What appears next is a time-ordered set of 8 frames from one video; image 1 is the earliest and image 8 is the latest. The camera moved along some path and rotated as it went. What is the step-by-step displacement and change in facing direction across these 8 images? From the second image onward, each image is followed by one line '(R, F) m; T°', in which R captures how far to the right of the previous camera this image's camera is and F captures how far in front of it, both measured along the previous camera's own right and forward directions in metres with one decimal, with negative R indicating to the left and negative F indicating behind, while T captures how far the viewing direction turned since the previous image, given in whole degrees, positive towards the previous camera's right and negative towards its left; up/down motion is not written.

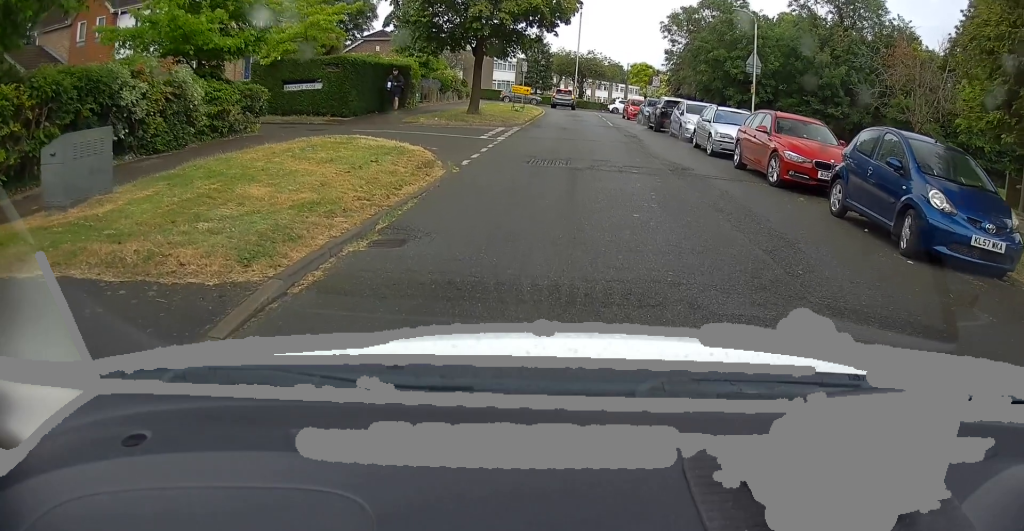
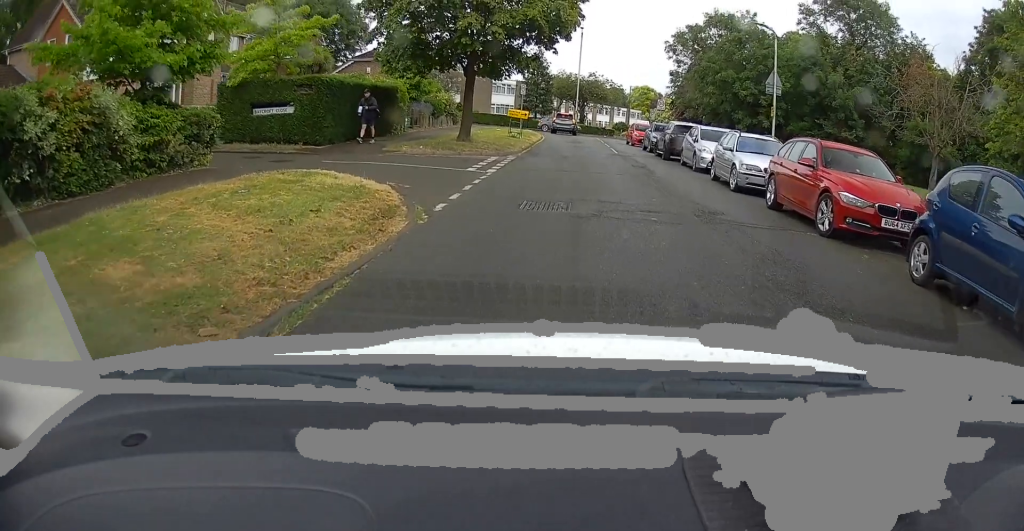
(0.0, +2.4) m; +1°
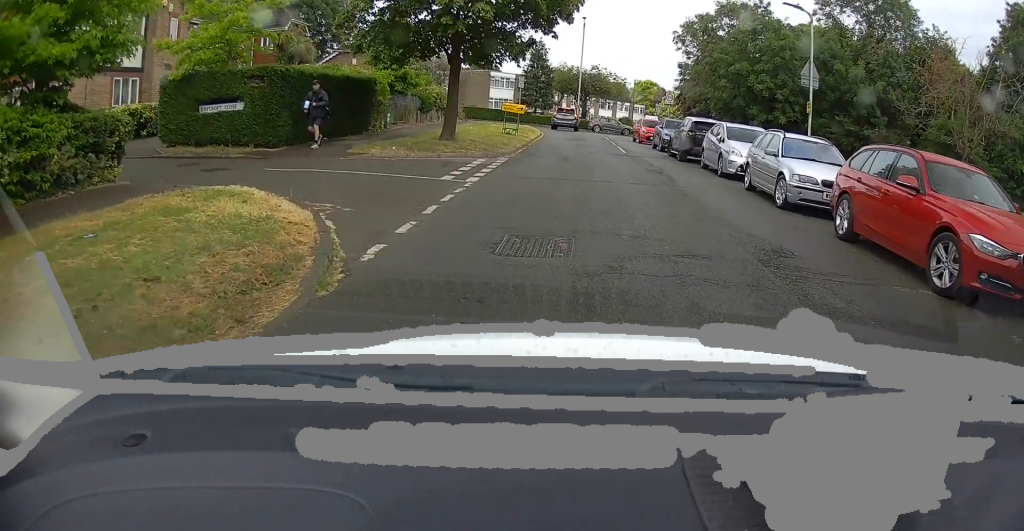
(0.0, +3.2) m; +1°
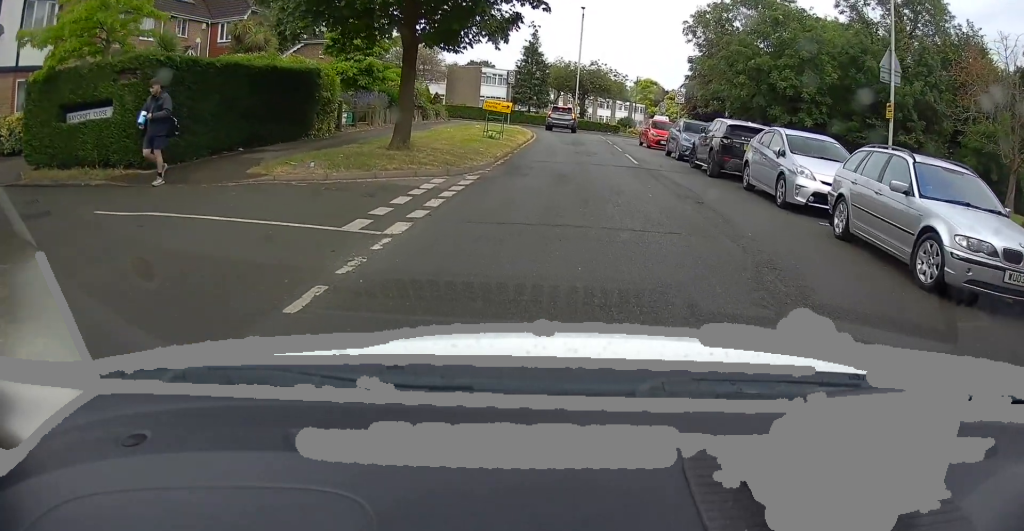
(+0.1, +5.1) m; +1°
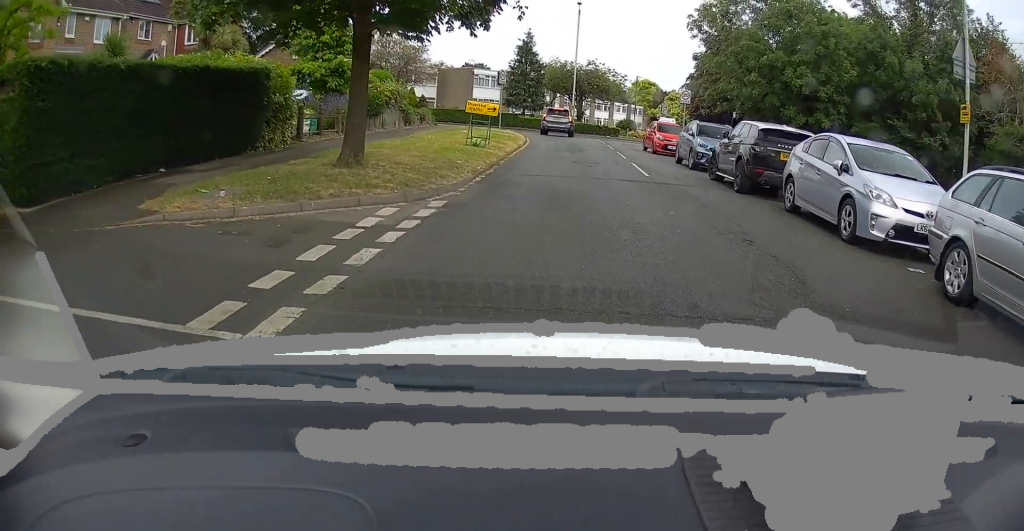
(0.0, +3.0) m; 0°
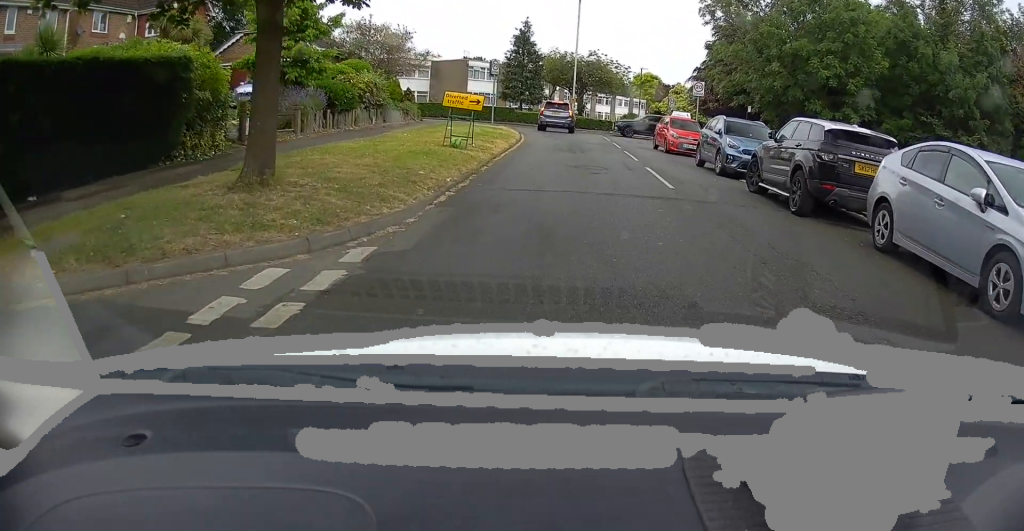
(0.0, +3.7) m; -3°
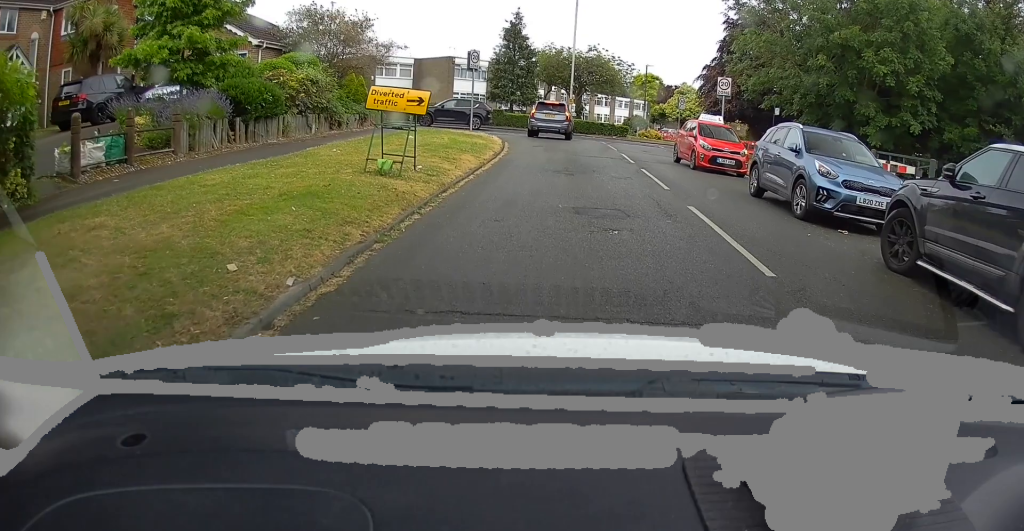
(-0.4, +6.2) m; -2°
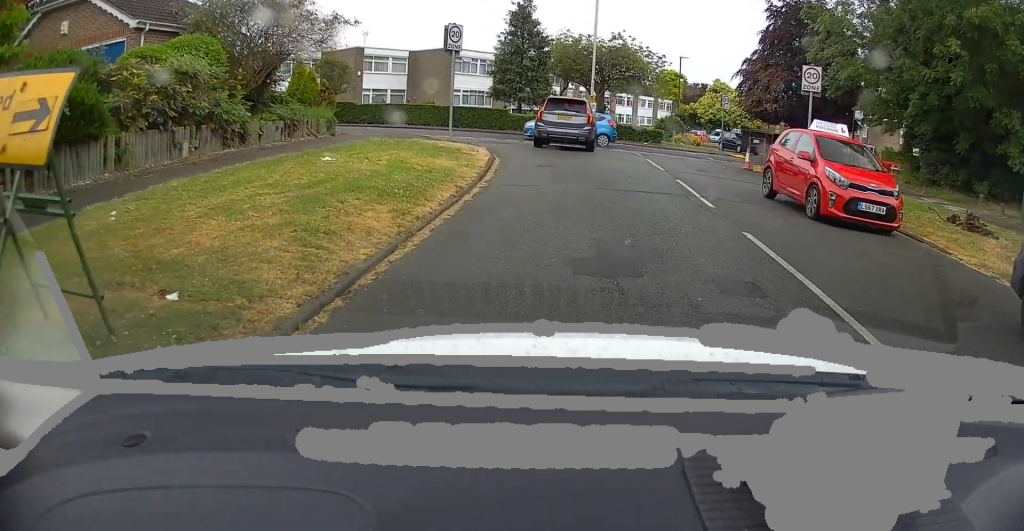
(0.0, +8.3) m; -6°
